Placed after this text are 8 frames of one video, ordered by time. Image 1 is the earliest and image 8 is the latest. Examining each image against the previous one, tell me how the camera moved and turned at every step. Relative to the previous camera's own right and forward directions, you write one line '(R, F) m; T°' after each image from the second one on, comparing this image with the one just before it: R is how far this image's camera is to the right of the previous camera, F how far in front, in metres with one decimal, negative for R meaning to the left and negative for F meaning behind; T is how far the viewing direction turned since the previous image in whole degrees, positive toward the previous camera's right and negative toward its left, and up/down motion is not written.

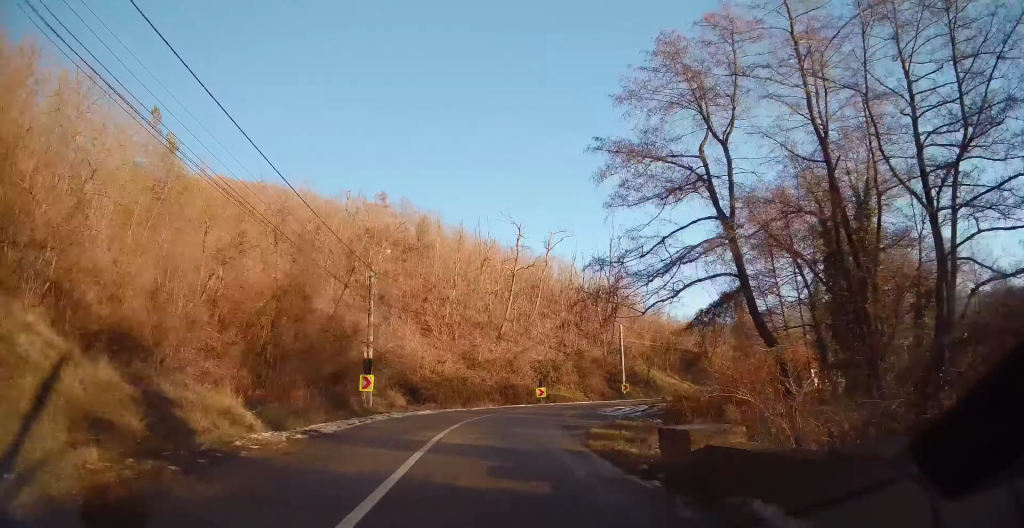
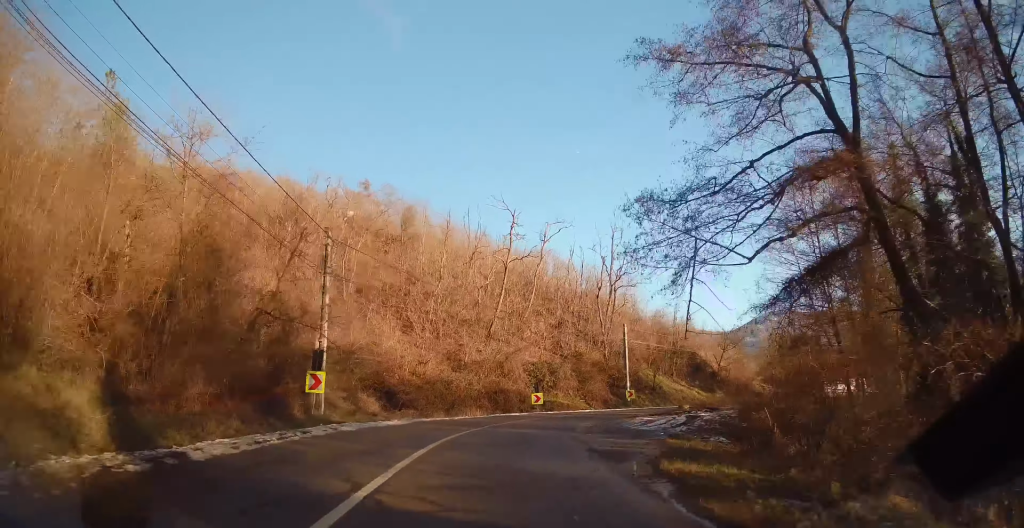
(+0.1, +6.9) m; +2°
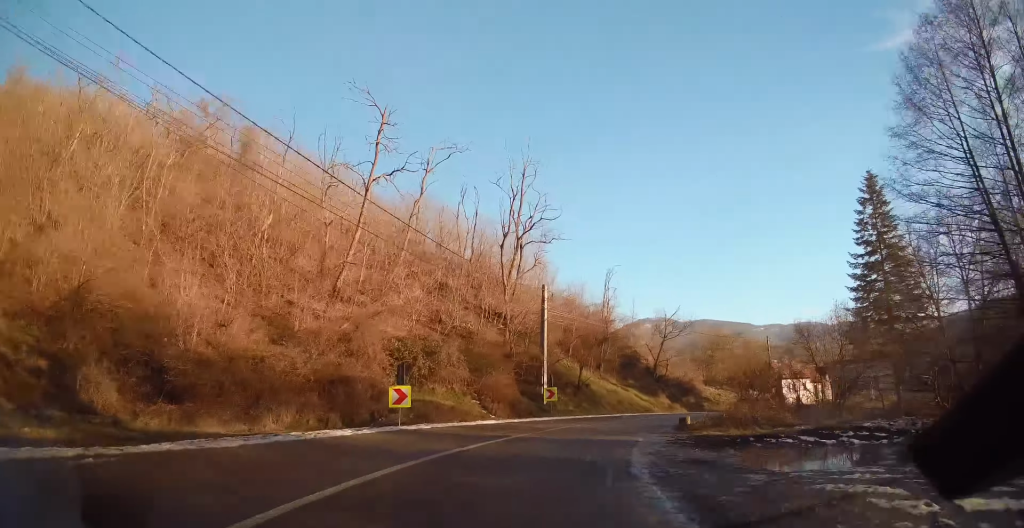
(+1.5, +21.1) m; +16°
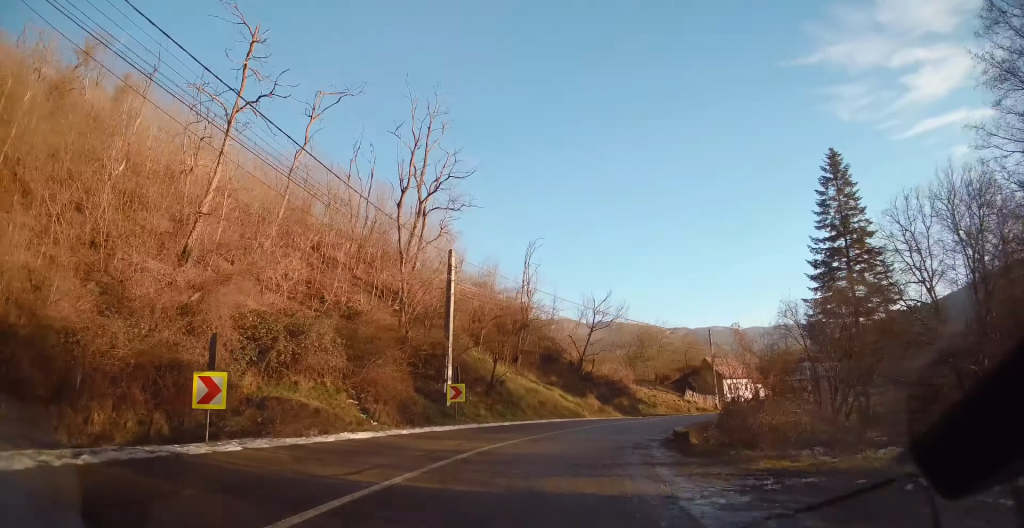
(+1.3, +9.0) m; +11°
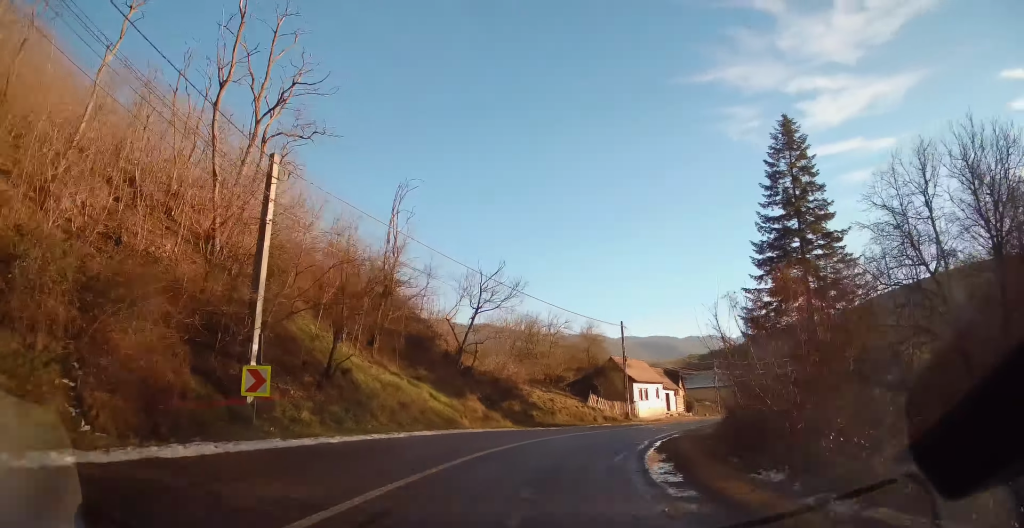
(+1.3, +11.6) m; +13°
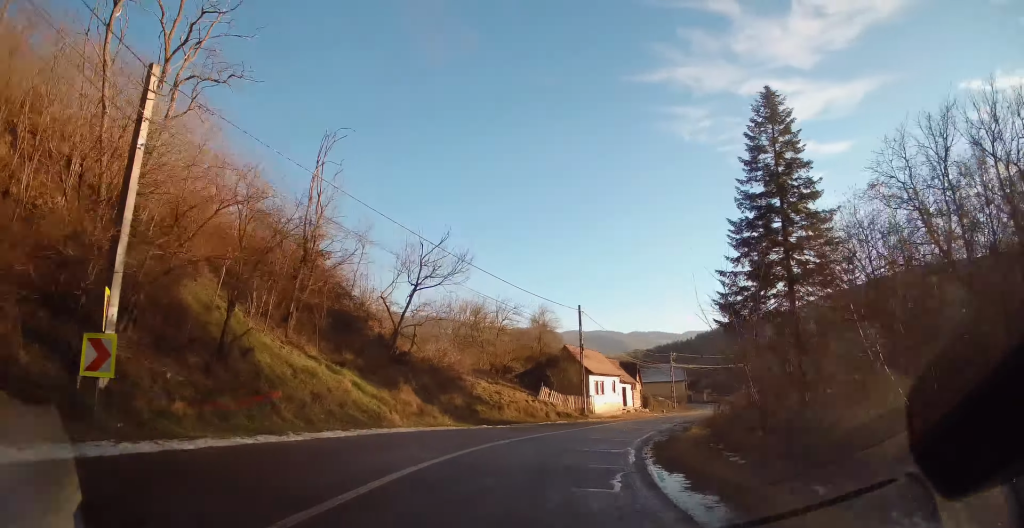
(-0.2, +5.0) m; +5°
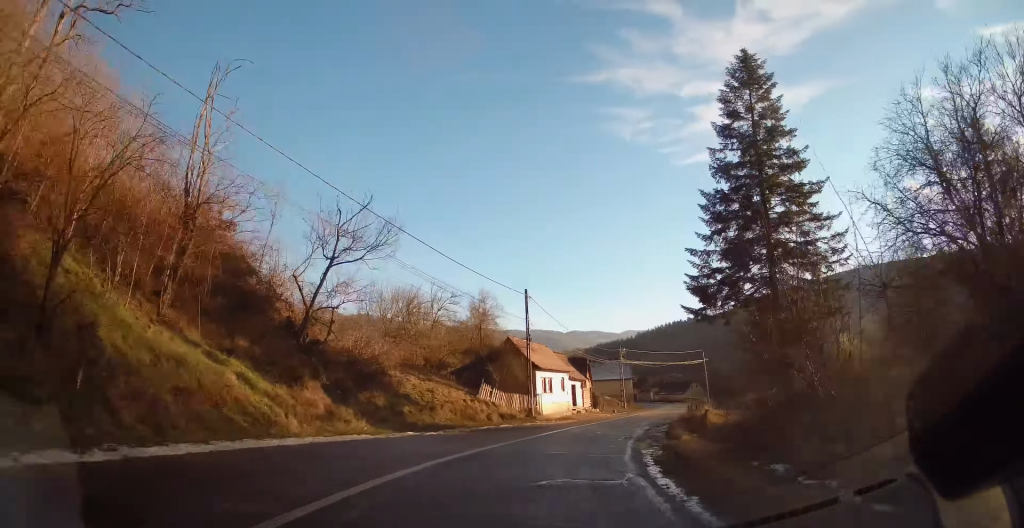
(+0.7, +5.6) m; +6°
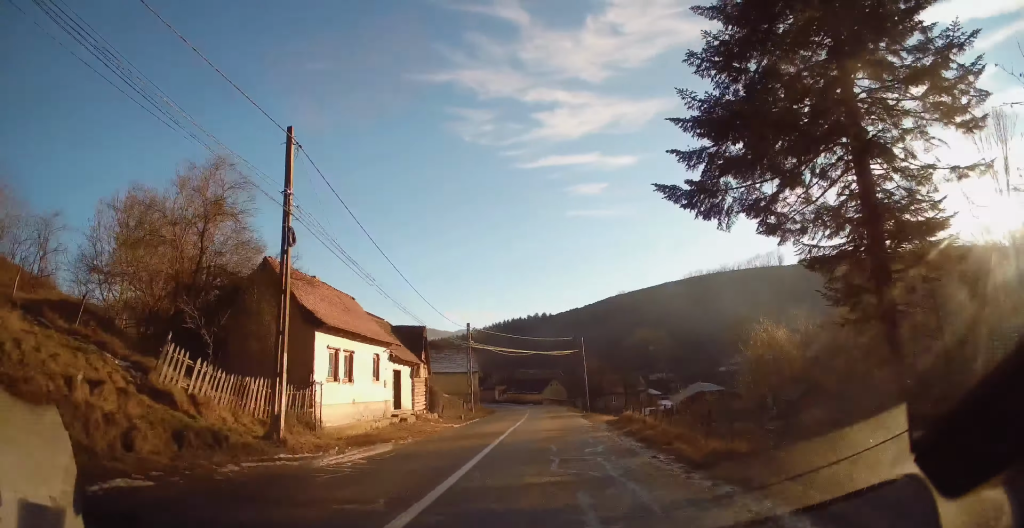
(+3.1, +20.5) m; +16°
